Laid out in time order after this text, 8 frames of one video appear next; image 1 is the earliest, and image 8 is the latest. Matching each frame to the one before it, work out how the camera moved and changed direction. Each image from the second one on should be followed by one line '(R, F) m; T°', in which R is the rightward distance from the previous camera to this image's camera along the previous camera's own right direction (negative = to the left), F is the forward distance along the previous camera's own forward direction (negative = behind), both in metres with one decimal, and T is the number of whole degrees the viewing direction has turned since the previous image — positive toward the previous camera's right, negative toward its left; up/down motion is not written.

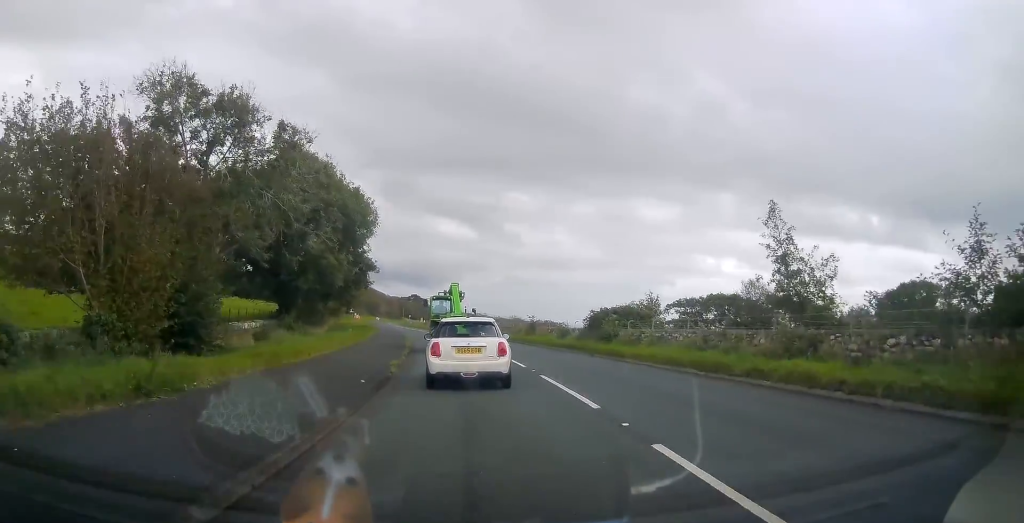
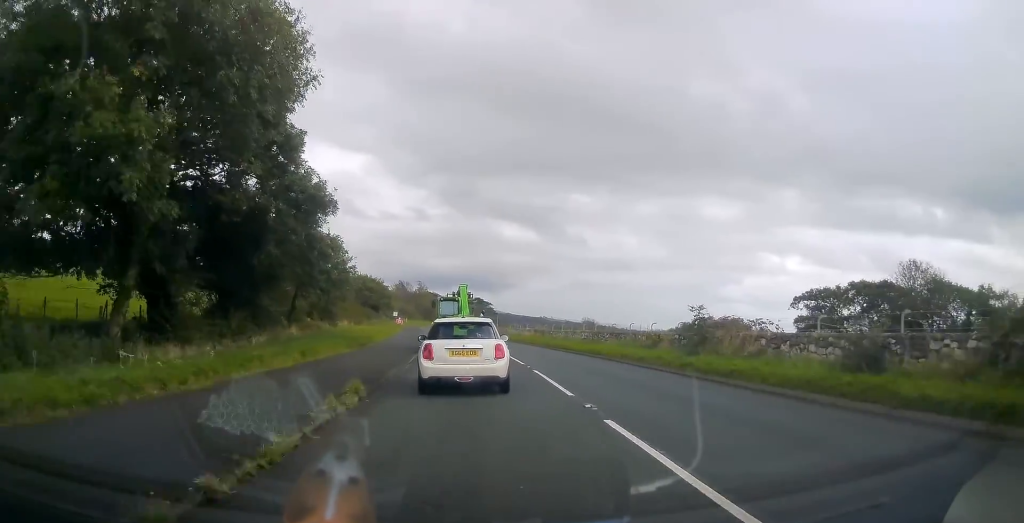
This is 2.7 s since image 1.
(-0.7, +25.2) m; -5°
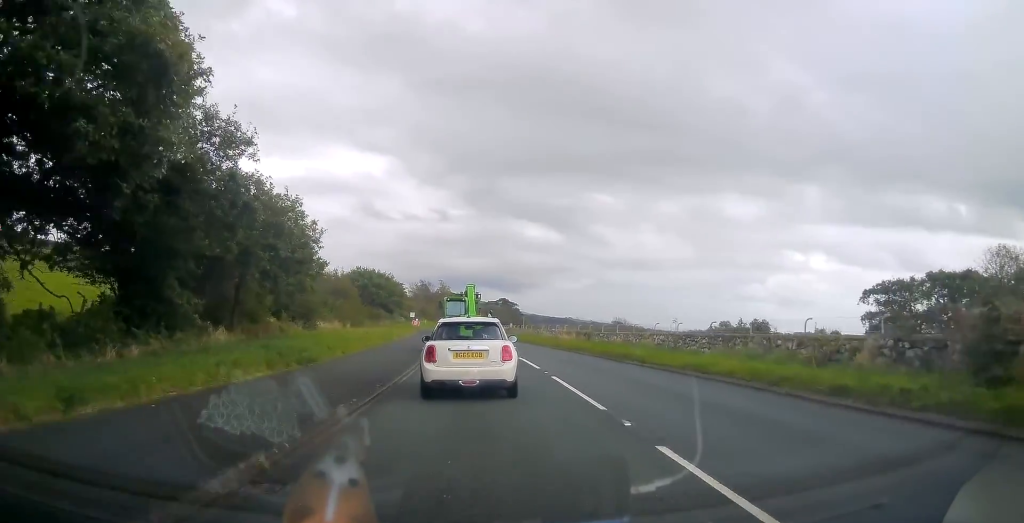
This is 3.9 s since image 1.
(-0.5, +11.0) m; -3°
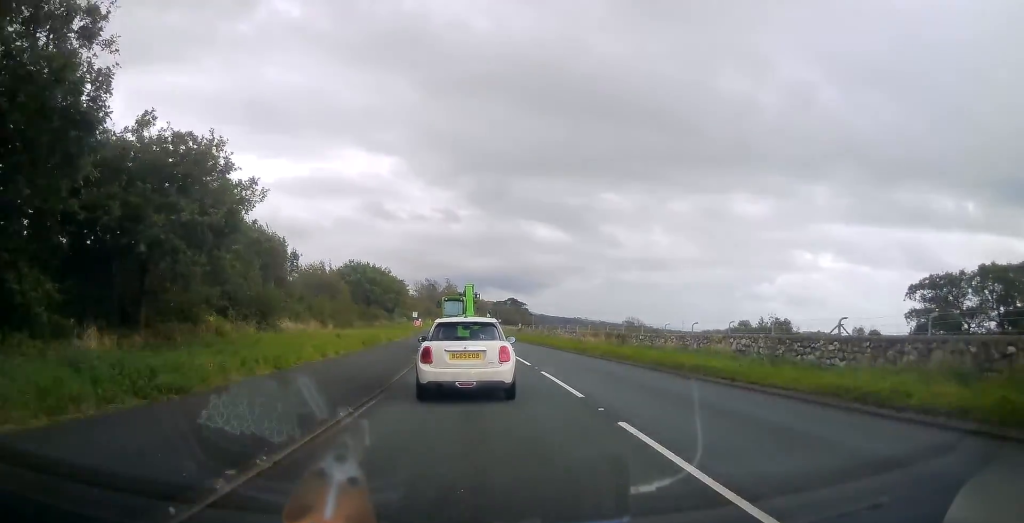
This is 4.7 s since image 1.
(0.0, +7.6) m; -1°
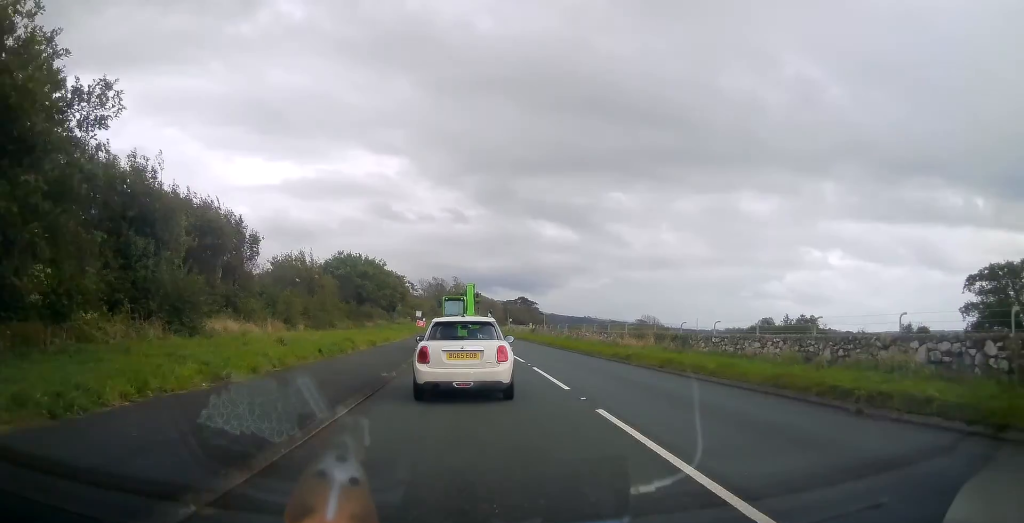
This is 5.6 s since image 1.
(-0.2, +8.0) m; -1°
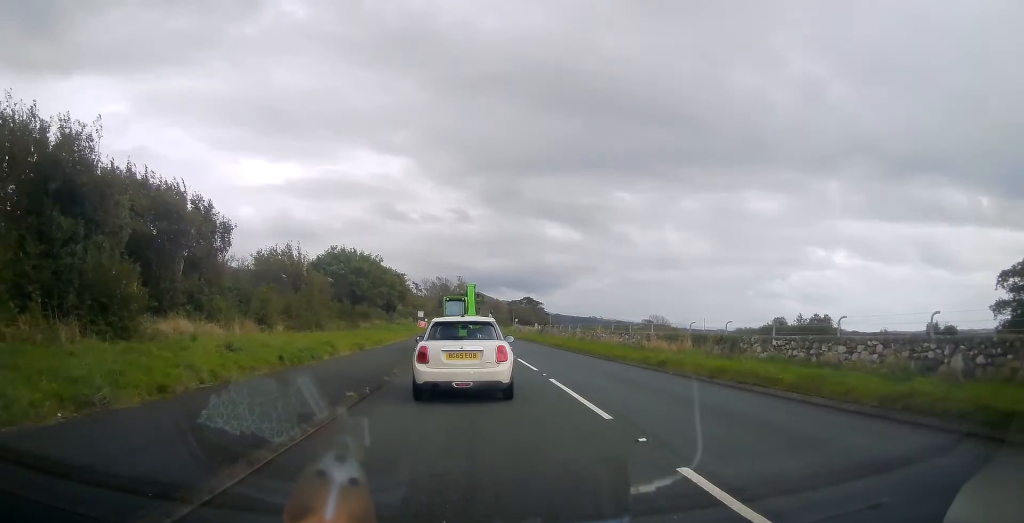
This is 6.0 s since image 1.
(0.0, +4.0) m; 0°
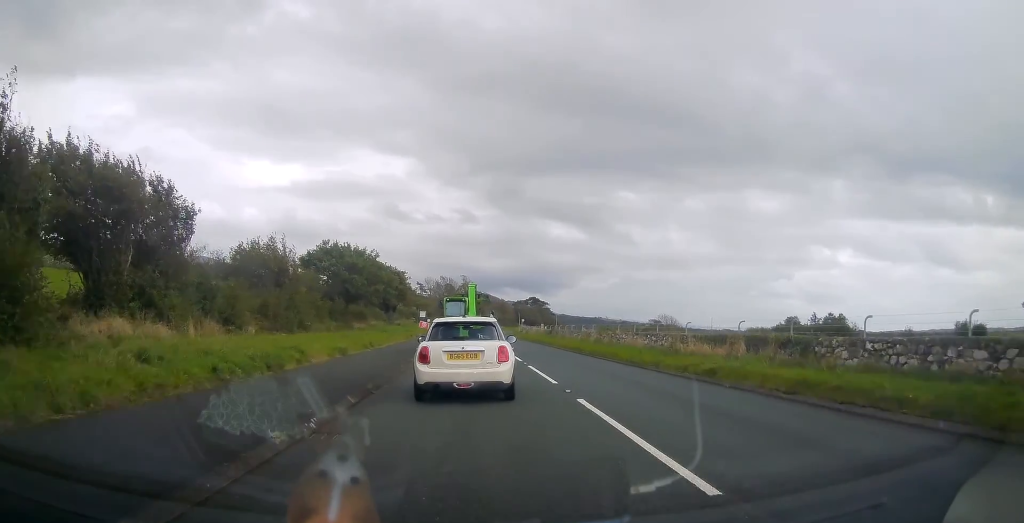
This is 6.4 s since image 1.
(0.0, +4.0) m; 0°
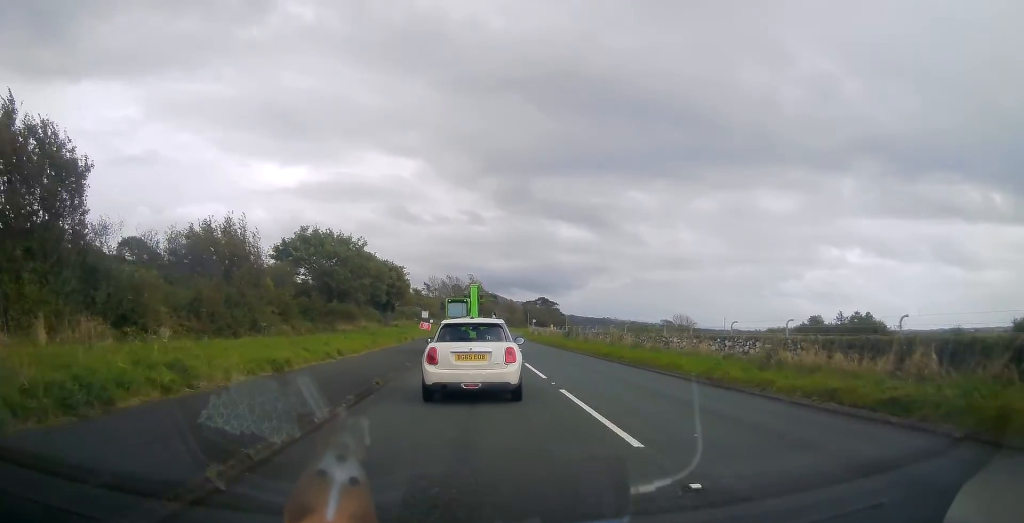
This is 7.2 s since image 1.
(0.0, +7.3) m; 0°
